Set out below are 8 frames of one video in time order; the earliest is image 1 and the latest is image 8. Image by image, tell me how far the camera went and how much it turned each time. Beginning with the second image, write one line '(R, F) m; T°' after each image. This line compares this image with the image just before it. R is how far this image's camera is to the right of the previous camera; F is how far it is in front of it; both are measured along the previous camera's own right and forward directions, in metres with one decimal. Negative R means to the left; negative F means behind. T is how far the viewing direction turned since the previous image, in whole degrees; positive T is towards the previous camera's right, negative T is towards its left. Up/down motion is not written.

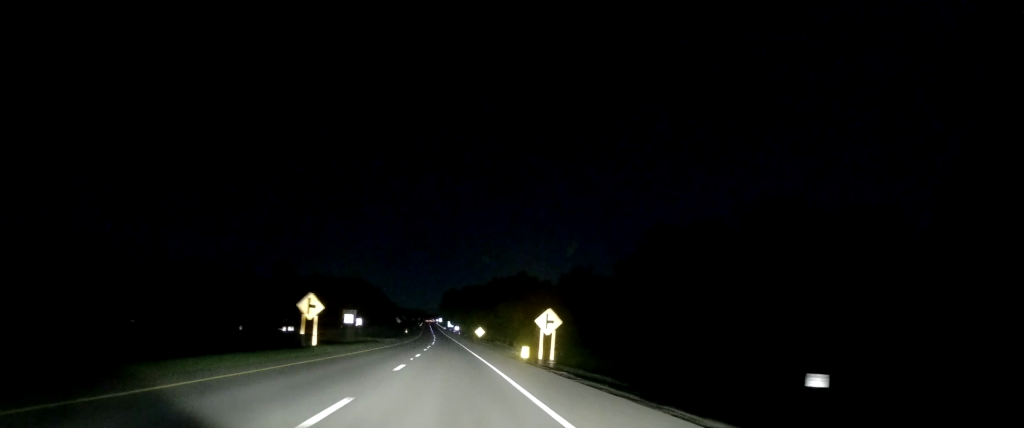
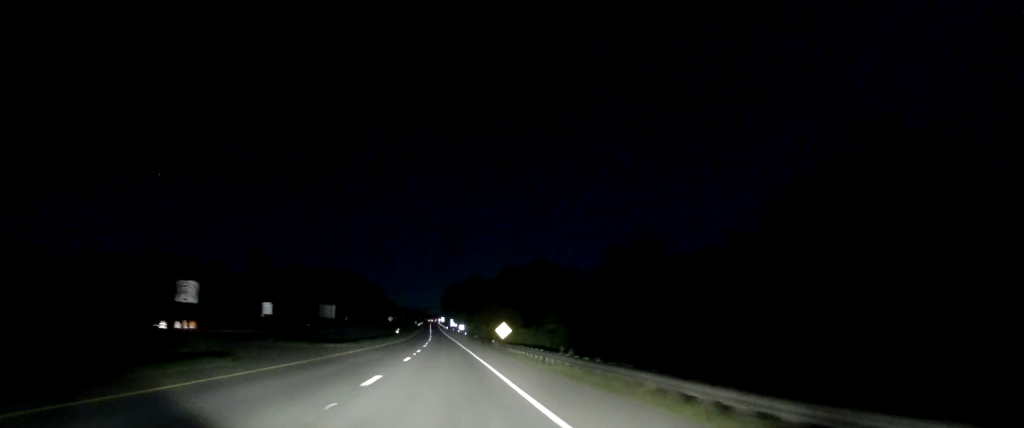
(-0.5, +42.7) m; 0°
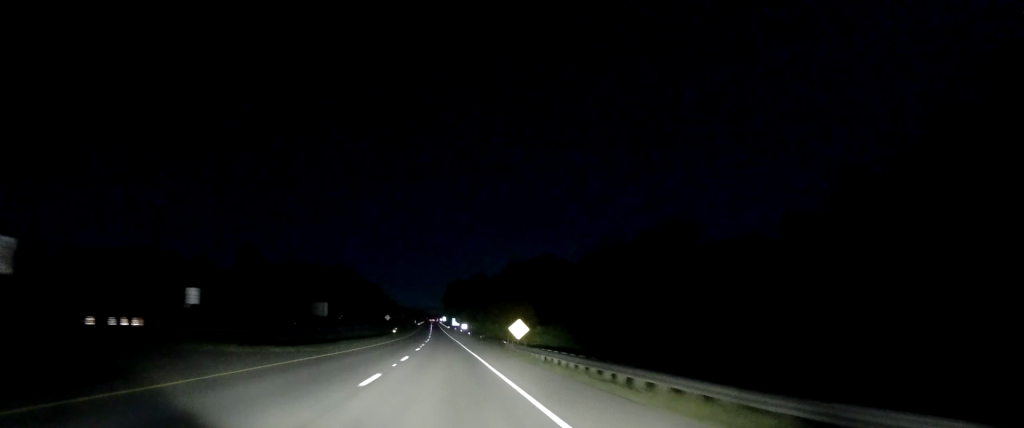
(+0.2, +12.6) m; 0°
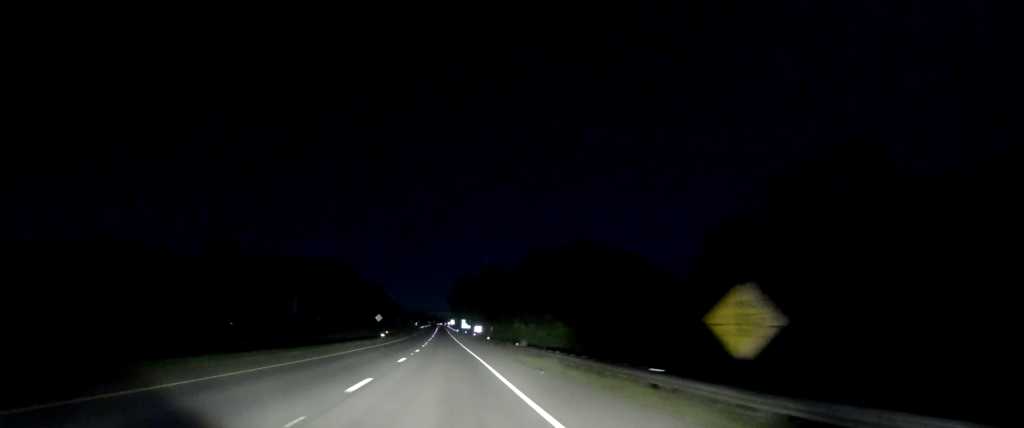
(-0.3, +37.7) m; -2°
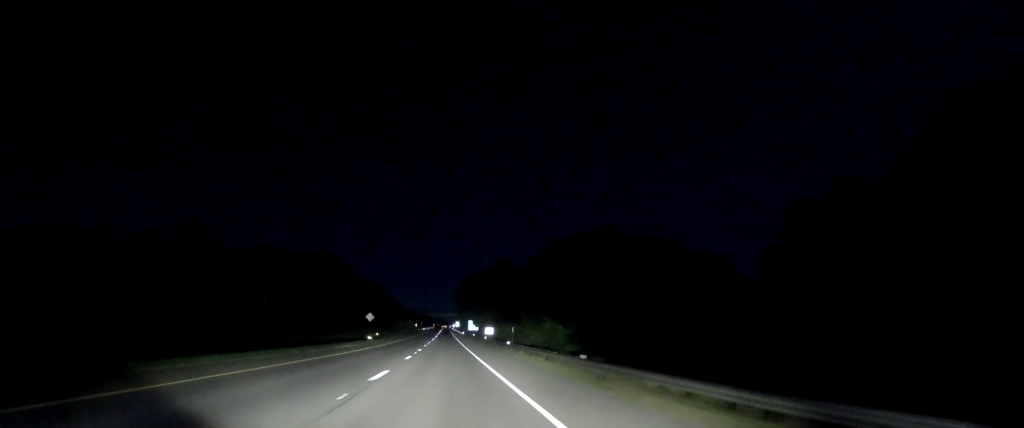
(-0.5, +21.2) m; -1°
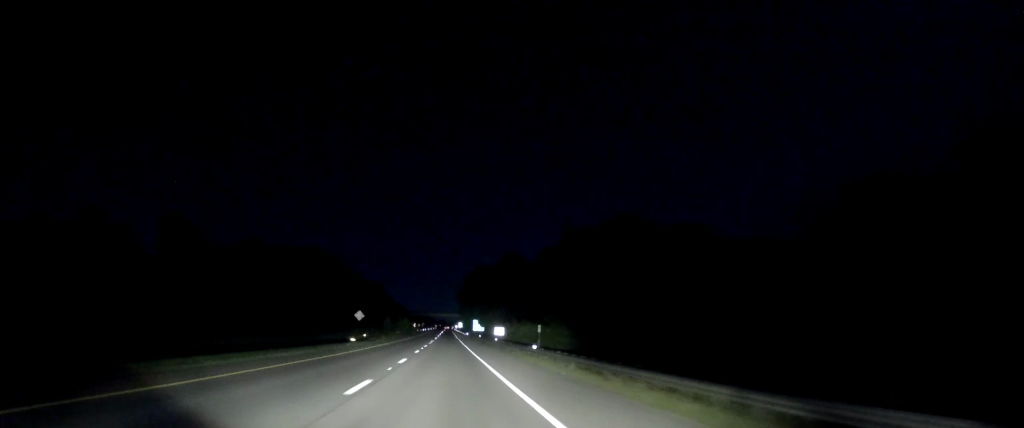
(0.0, +15.5) m; 0°
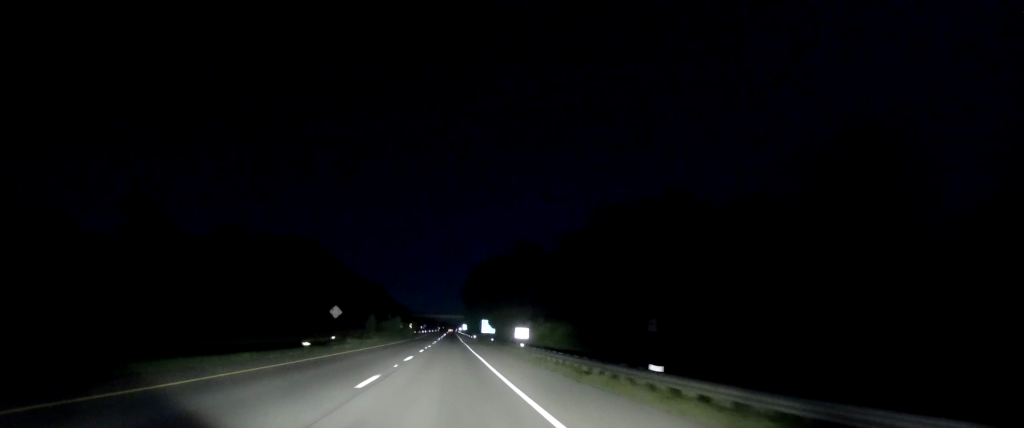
(+0.2, +22.3) m; +1°
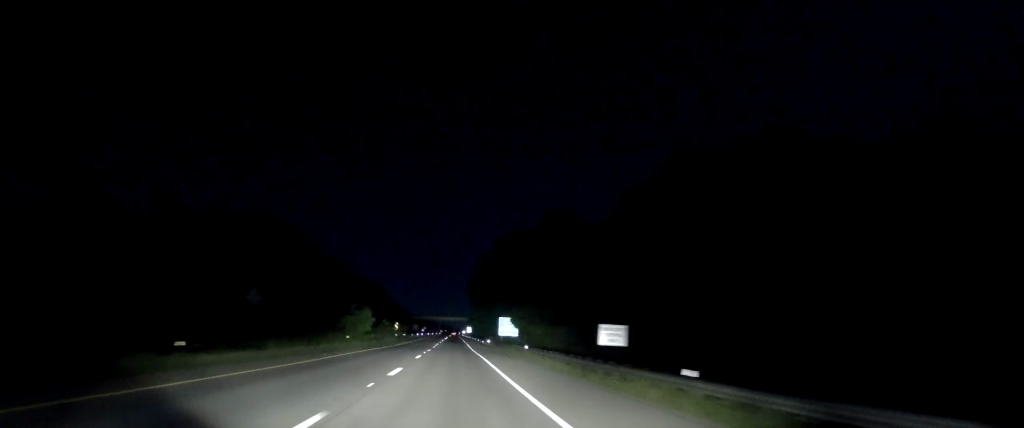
(-0.1, +33.1) m; -2°
